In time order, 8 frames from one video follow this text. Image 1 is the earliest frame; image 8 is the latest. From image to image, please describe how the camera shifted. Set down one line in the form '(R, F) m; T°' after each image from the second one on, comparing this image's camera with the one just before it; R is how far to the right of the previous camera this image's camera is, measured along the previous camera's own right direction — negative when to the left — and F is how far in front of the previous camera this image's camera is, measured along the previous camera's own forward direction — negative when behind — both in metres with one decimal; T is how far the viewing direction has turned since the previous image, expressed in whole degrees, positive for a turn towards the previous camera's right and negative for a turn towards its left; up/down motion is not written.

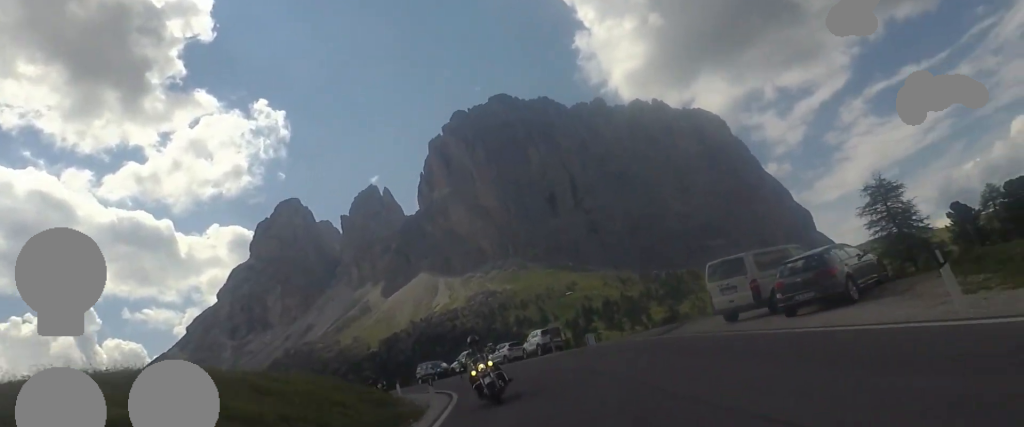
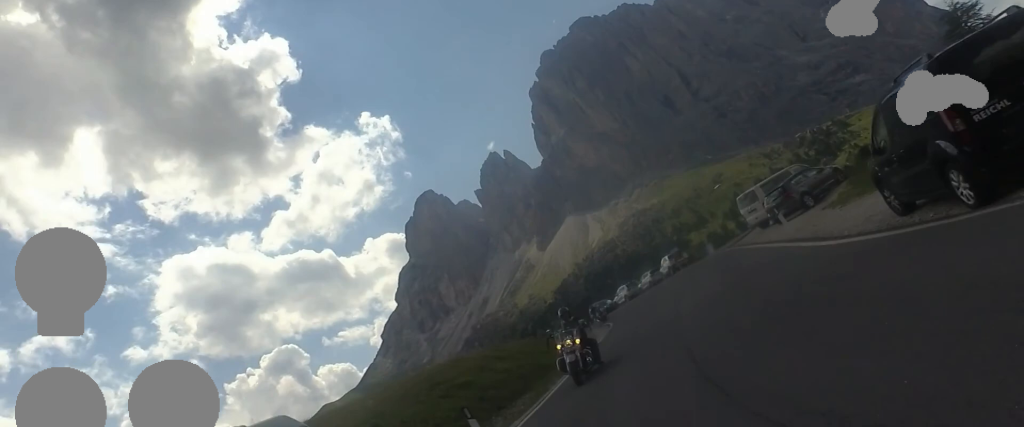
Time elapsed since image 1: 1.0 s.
(-2.3, +12.1) m; -20°
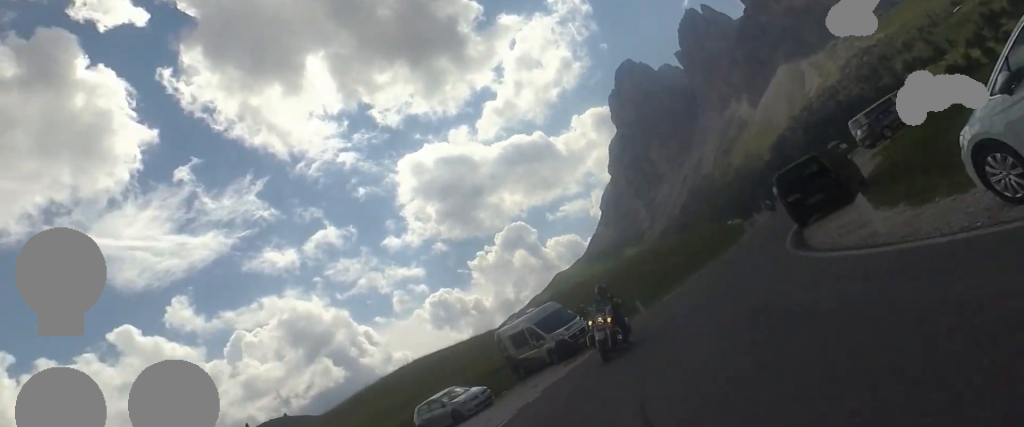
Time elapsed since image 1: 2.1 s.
(-2.8, +15.2) m; -16°
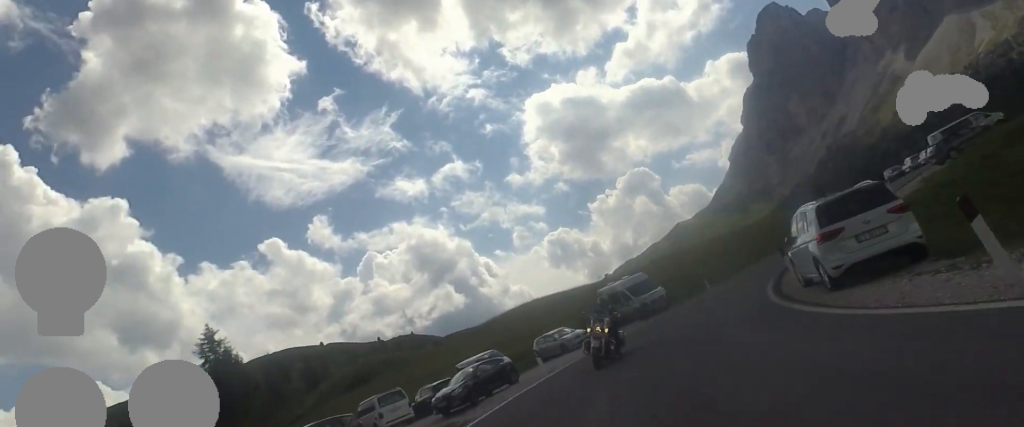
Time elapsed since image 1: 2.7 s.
(-0.5, +9.1) m; -5°
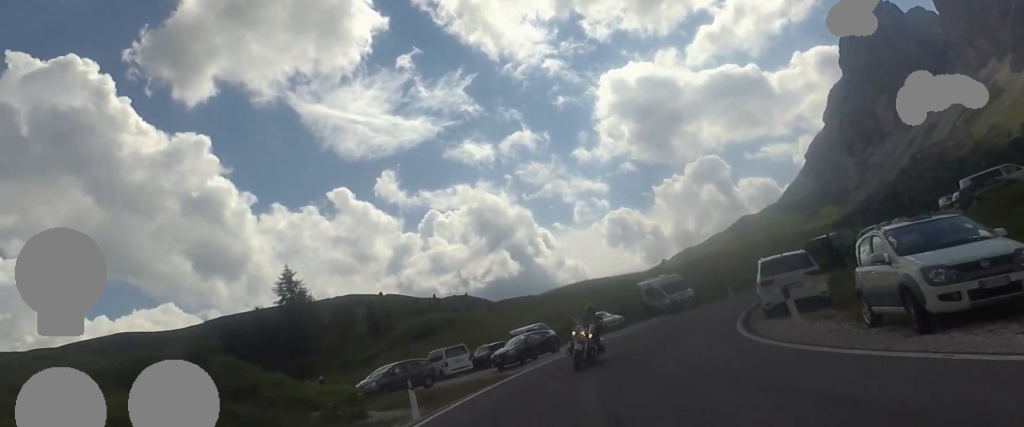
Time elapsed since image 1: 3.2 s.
(-0.1, +5.8) m; -3°
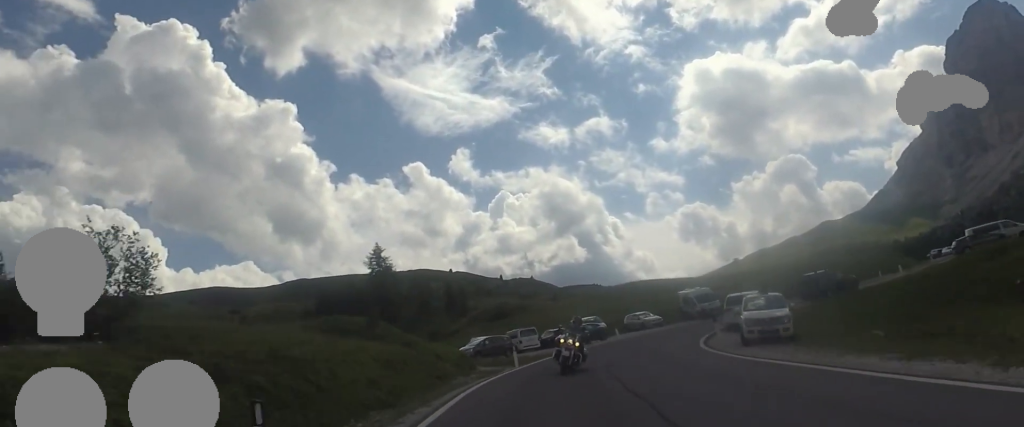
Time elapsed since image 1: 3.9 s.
(-0.5, +10.6) m; -3°
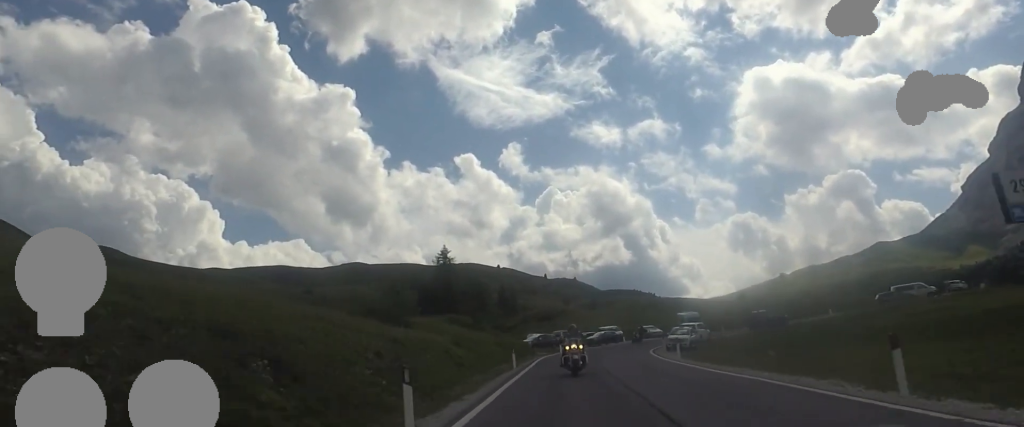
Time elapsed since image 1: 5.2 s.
(-0.7, +21.3) m; -5°
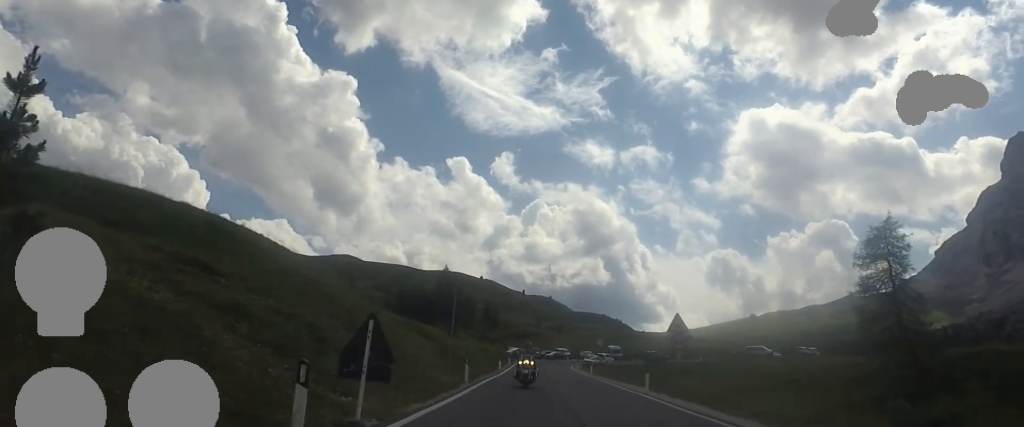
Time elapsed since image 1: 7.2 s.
(+0.1, +39.4) m; +2°
